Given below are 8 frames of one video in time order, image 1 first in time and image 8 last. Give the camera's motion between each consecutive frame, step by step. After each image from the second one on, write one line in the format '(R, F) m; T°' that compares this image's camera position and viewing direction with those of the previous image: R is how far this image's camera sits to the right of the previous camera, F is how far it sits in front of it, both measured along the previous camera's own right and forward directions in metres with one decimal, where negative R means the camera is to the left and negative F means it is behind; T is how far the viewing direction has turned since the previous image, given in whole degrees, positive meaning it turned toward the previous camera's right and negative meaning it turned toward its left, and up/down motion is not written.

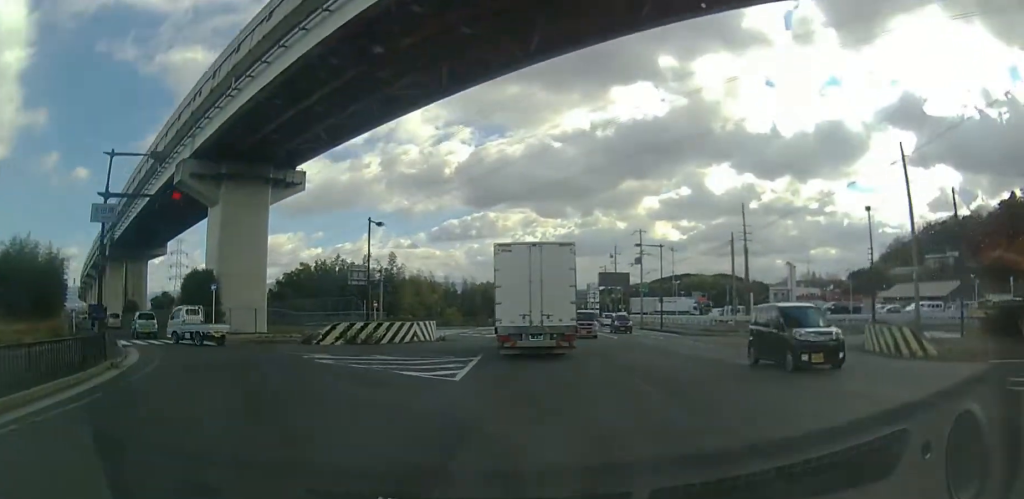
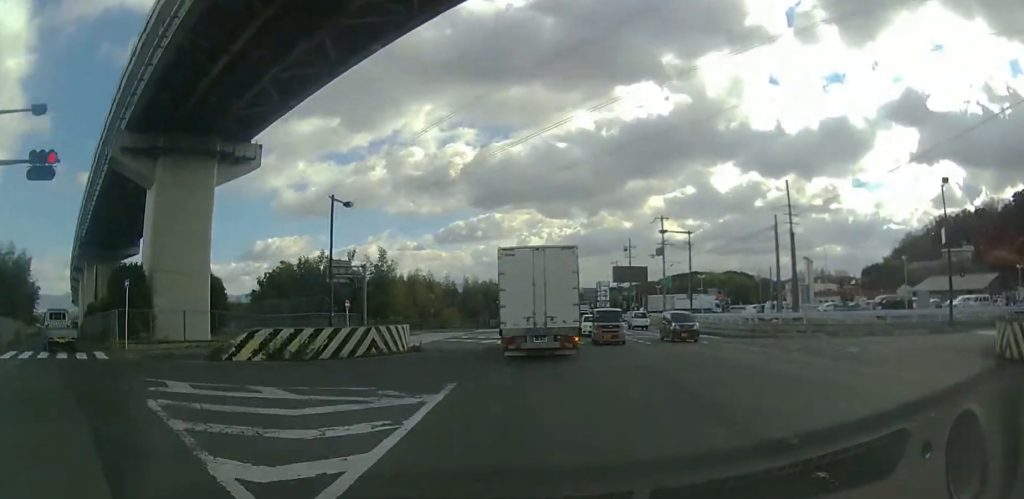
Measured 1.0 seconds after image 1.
(-0.1, +8.0) m; 0°
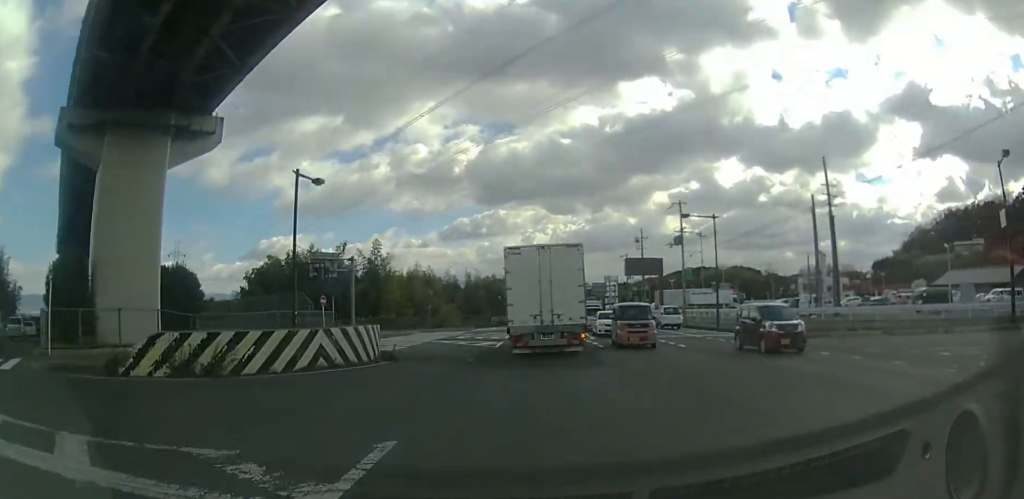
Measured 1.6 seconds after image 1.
(+0.1, +5.1) m; +1°
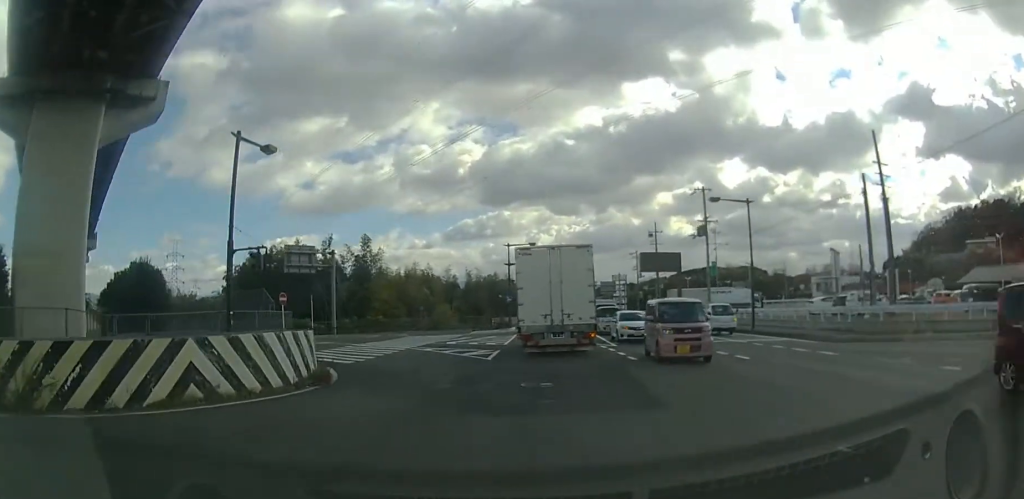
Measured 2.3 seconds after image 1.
(0.0, +5.9) m; 0°
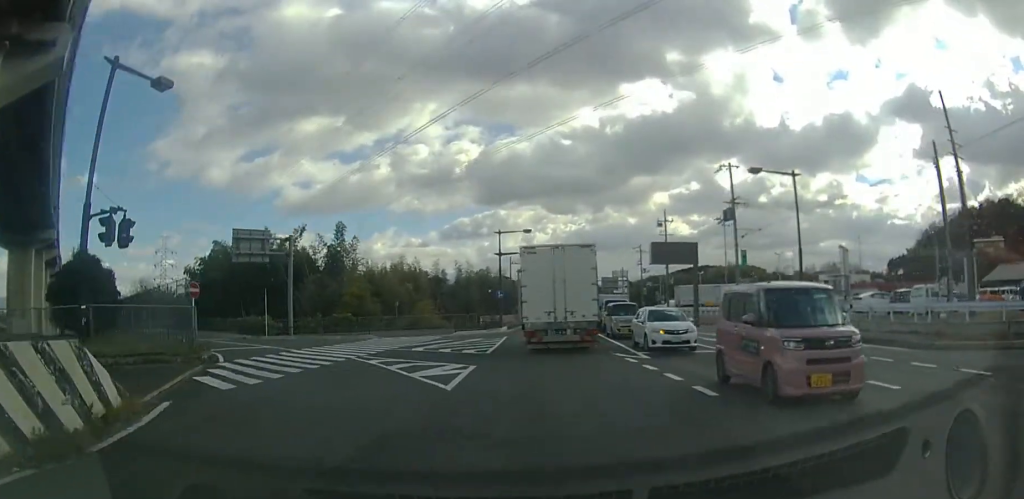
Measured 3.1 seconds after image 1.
(0.0, +7.1) m; 0°
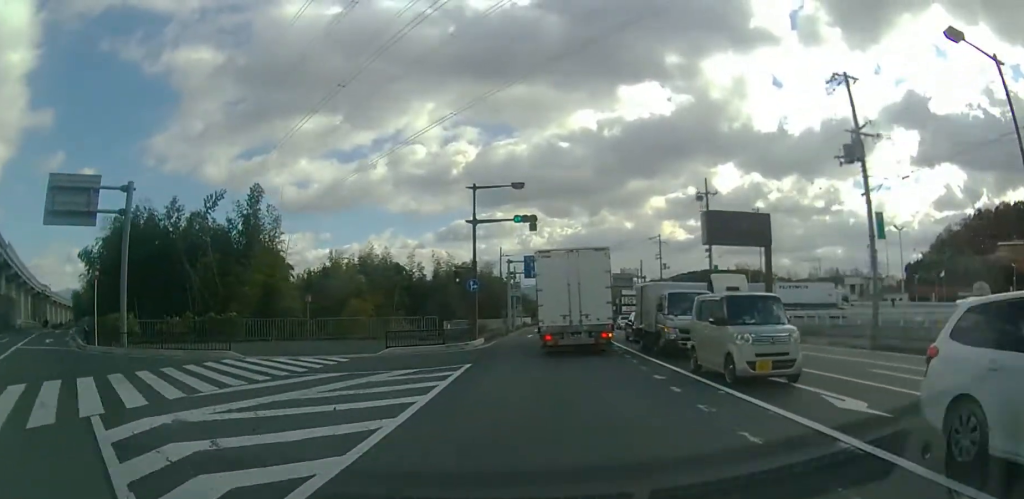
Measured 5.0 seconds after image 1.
(0.0, +16.8) m; 0°
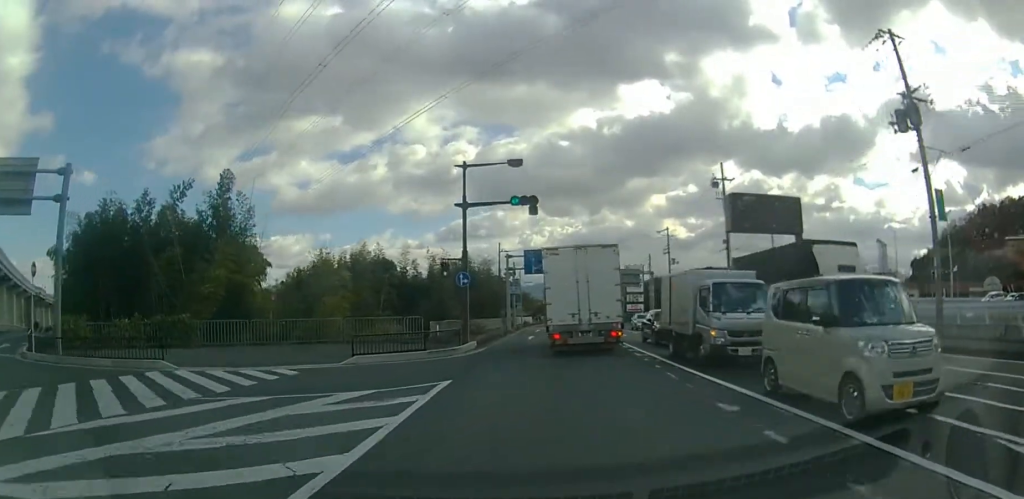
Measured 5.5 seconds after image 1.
(0.0, +4.2) m; 0°
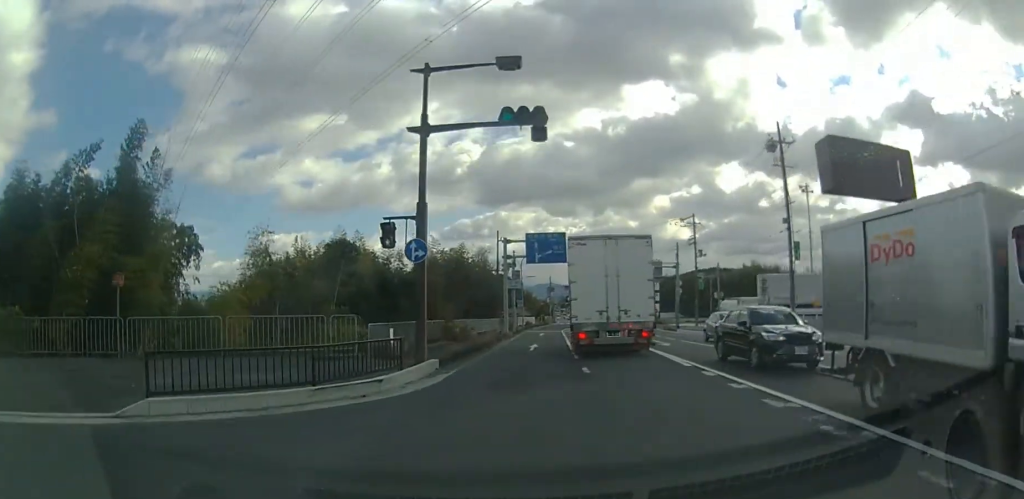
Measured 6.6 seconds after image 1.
(0.0, +10.2) m; -1°
